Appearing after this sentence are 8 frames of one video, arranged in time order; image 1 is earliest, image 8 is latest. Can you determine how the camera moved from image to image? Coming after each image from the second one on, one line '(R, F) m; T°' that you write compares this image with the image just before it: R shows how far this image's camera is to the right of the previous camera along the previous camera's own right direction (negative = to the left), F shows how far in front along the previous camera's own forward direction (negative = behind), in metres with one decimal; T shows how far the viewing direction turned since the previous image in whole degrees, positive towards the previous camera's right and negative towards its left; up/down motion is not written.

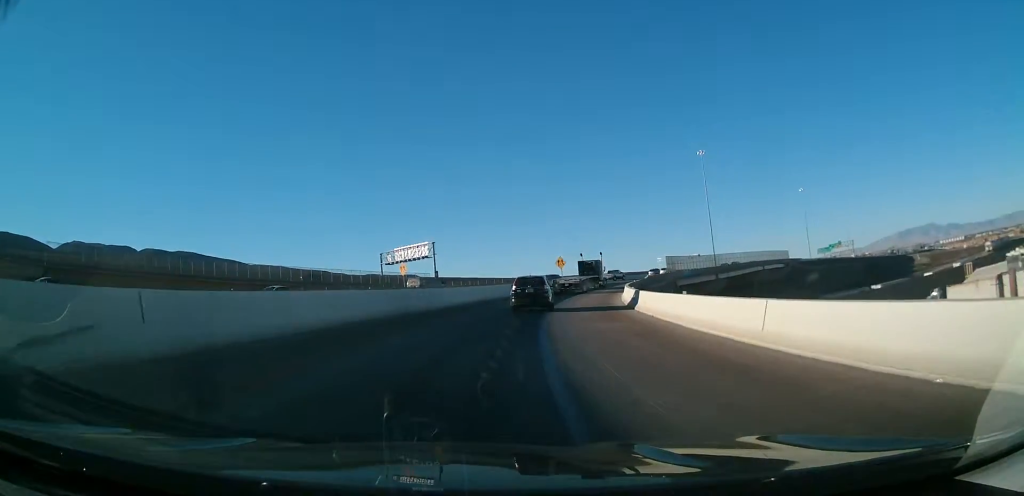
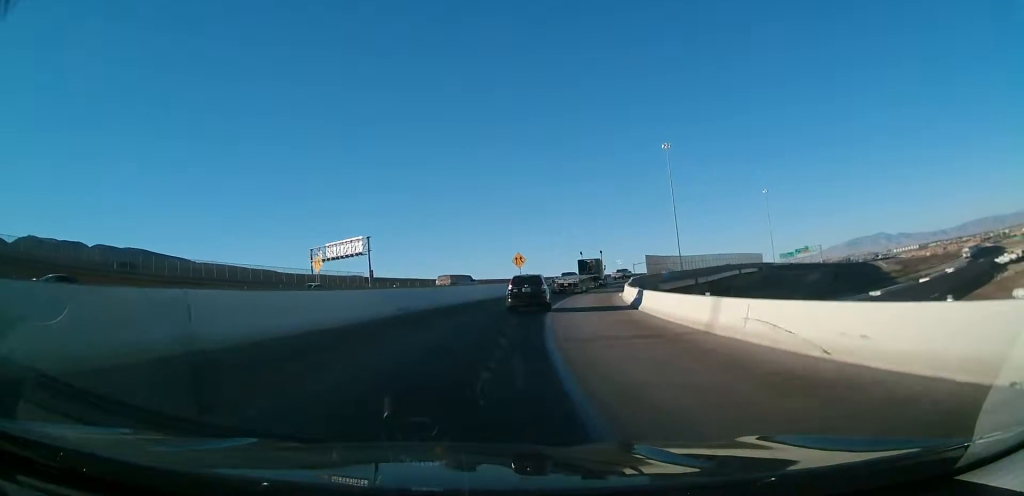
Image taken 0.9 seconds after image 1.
(+0.9, +18.3) m; +3°
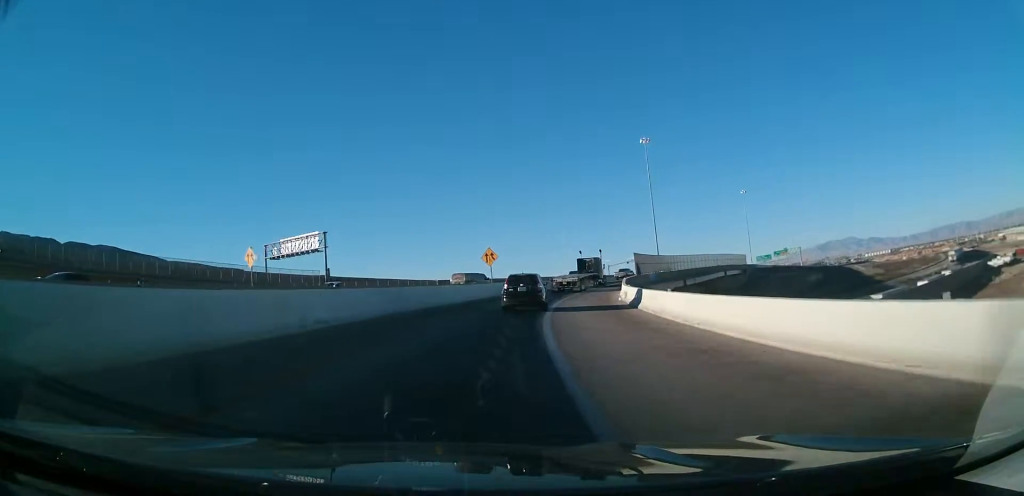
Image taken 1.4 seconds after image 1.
(+0.2, +10.5) m; +2°
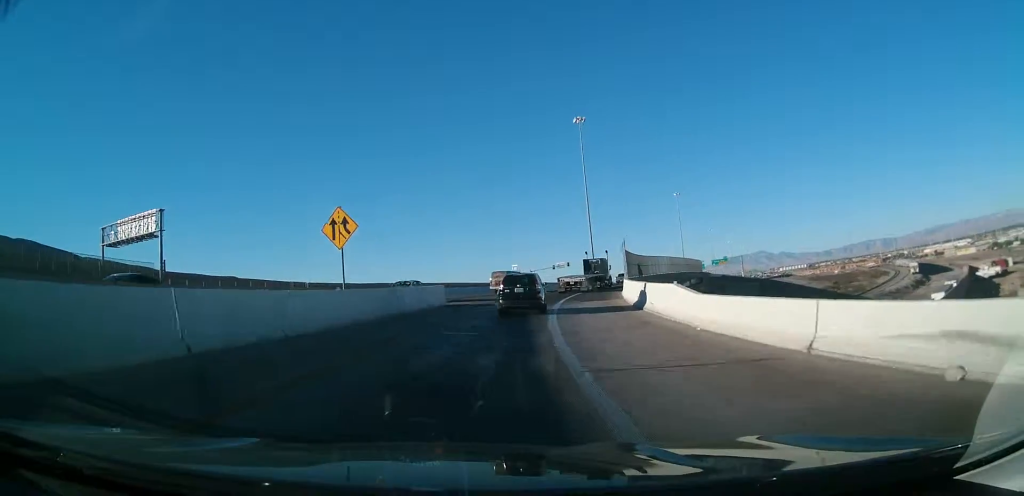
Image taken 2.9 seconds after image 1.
(+2.7, +32.5) m; +10°
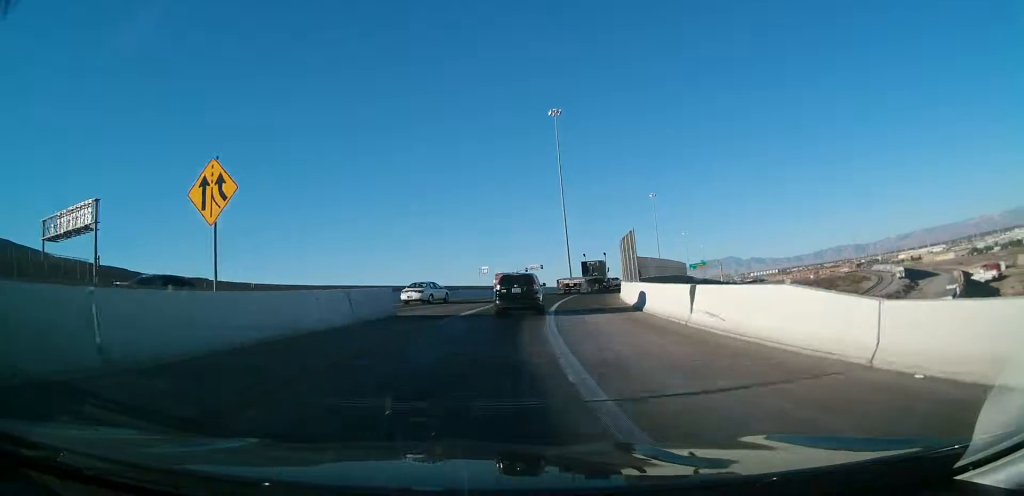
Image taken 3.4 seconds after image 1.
(+0.3, +9.8) m; +2°
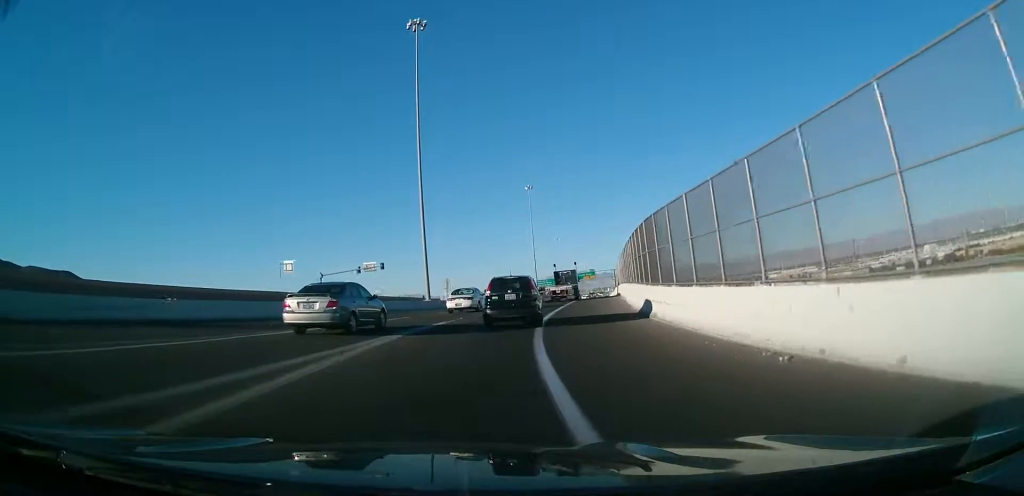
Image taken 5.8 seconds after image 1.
(+4.7, +49.3) m; +14°
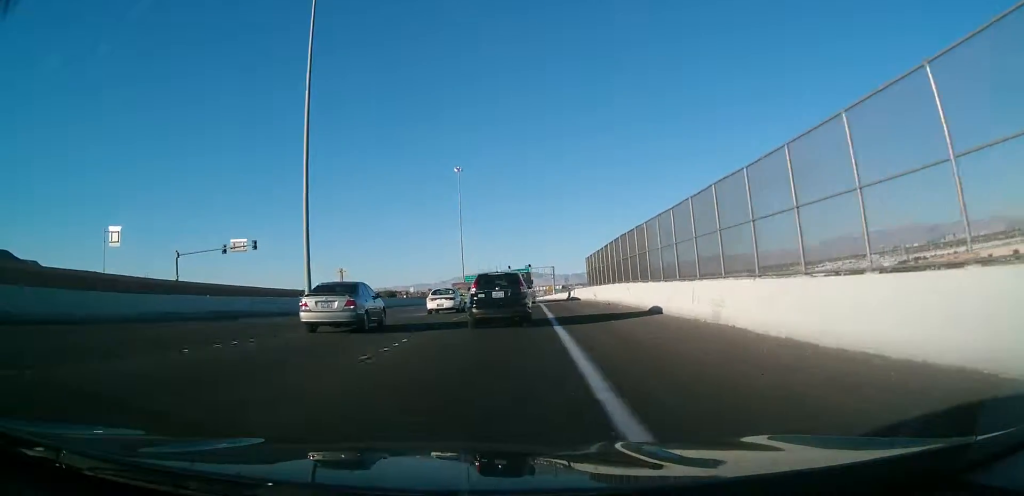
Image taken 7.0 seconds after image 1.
(+1.3, +25.6) m; +4°
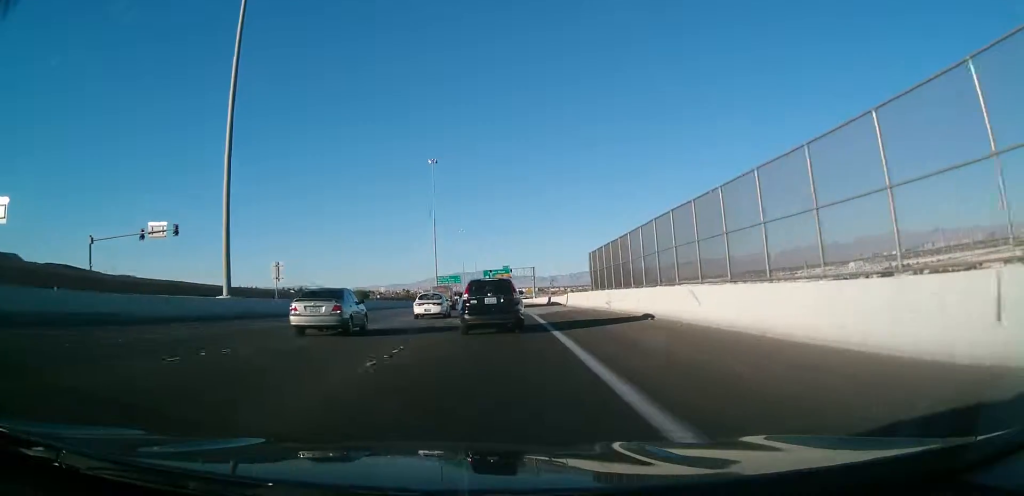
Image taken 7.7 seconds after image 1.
(+0.1, +13.1) m; +3°
